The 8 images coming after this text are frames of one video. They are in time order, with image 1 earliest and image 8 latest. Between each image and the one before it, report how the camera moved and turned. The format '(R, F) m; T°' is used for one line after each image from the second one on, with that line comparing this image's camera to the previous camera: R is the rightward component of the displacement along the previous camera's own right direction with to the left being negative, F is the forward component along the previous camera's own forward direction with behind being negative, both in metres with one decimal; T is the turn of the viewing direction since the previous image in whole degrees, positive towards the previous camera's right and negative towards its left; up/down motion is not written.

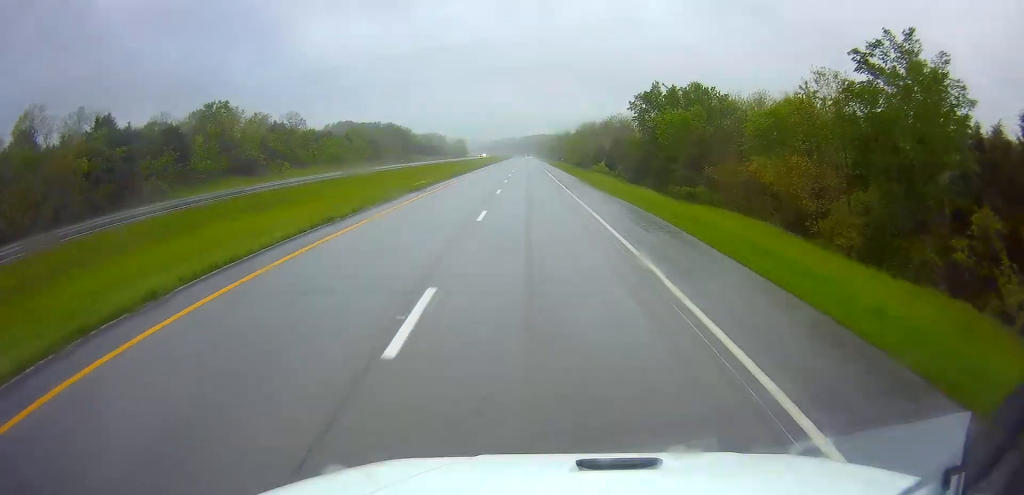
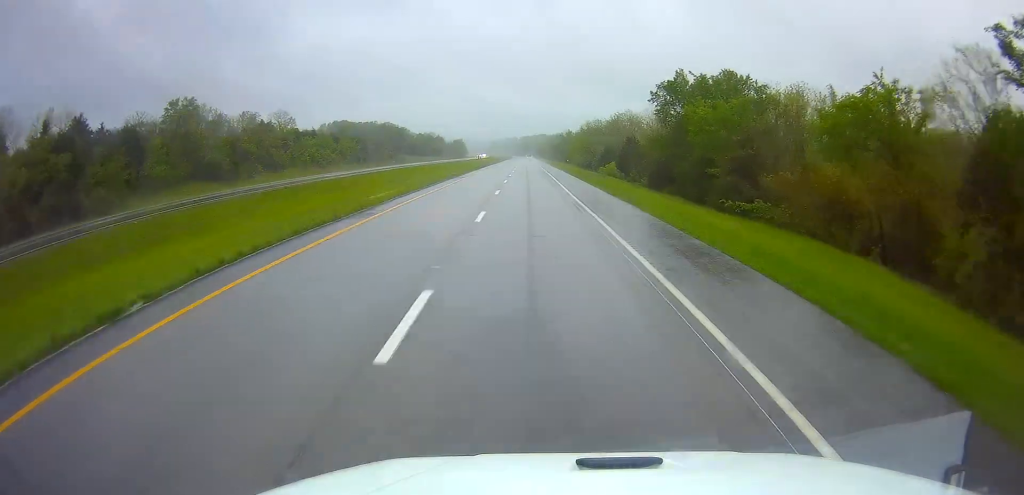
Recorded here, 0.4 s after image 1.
(-0.1, +12.4) m; 0°
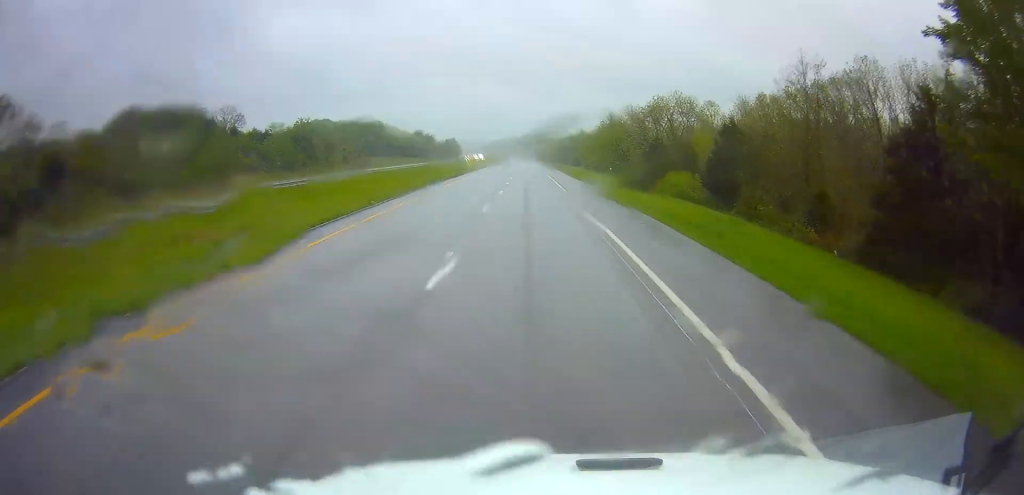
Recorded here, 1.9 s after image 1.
(+0.4, +45.5) m; 0°
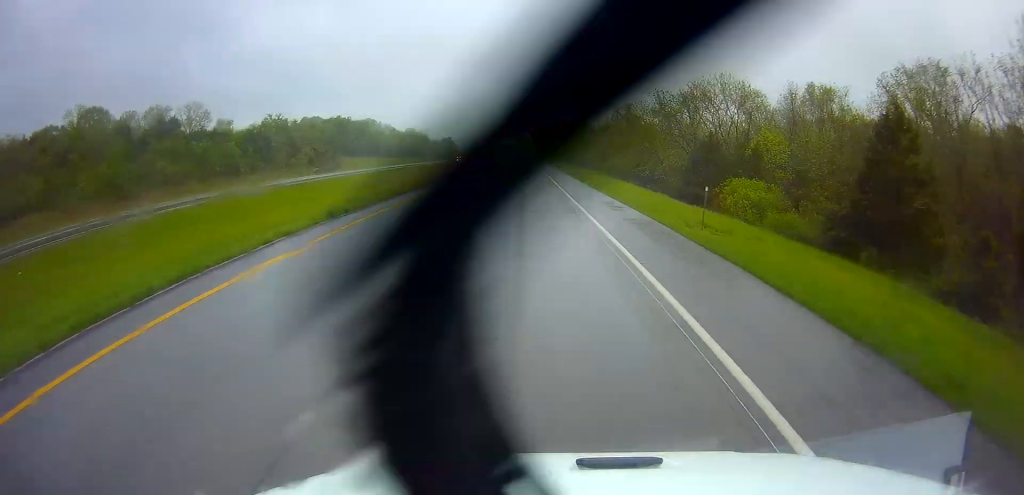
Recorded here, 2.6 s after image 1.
(0.0, +22.8) m; 0°
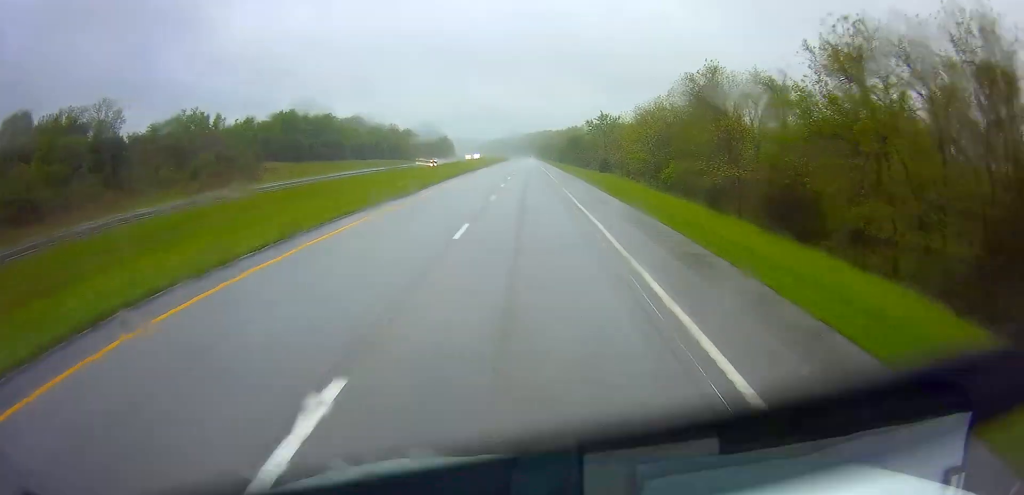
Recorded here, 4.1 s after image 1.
(-0.3, +45.5) m; -1°
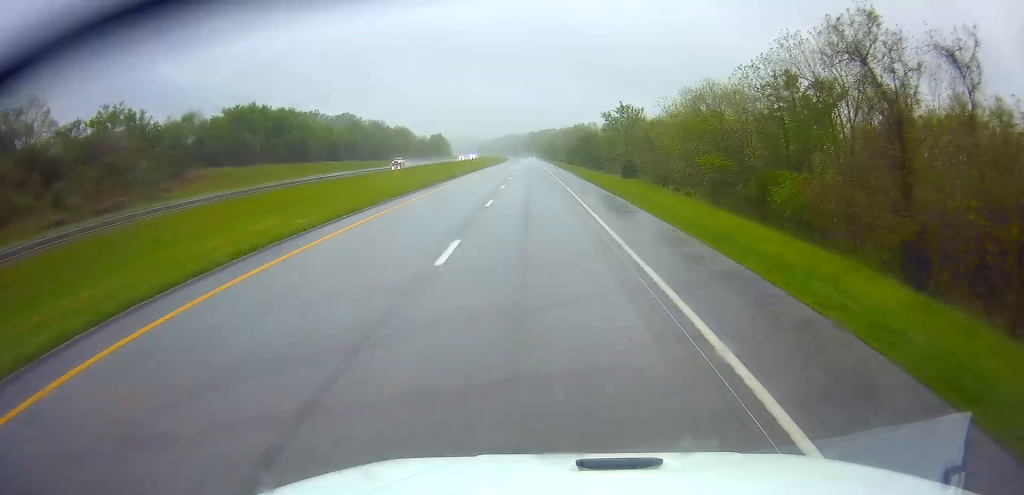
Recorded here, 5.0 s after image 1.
(0.0, +27.9) m; 0°
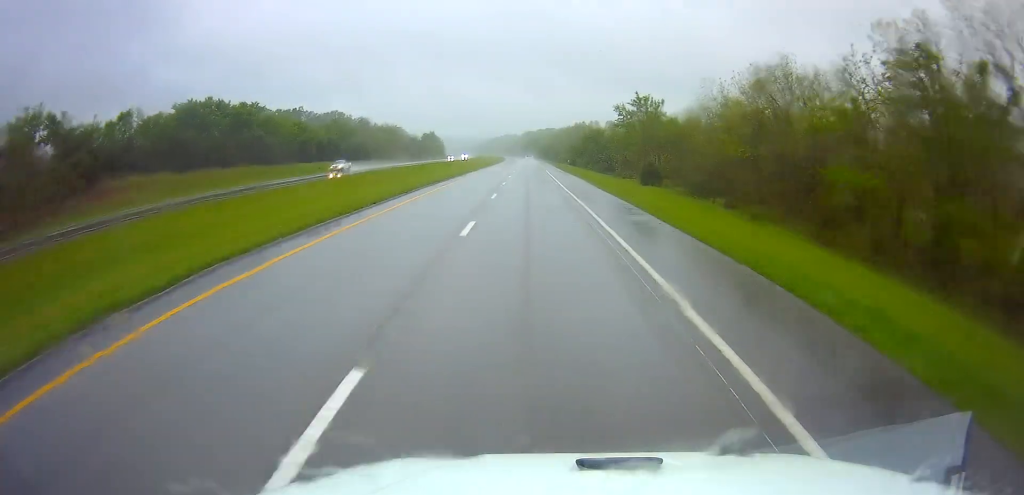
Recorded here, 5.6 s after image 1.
(0.0, +20.6) m; 0°
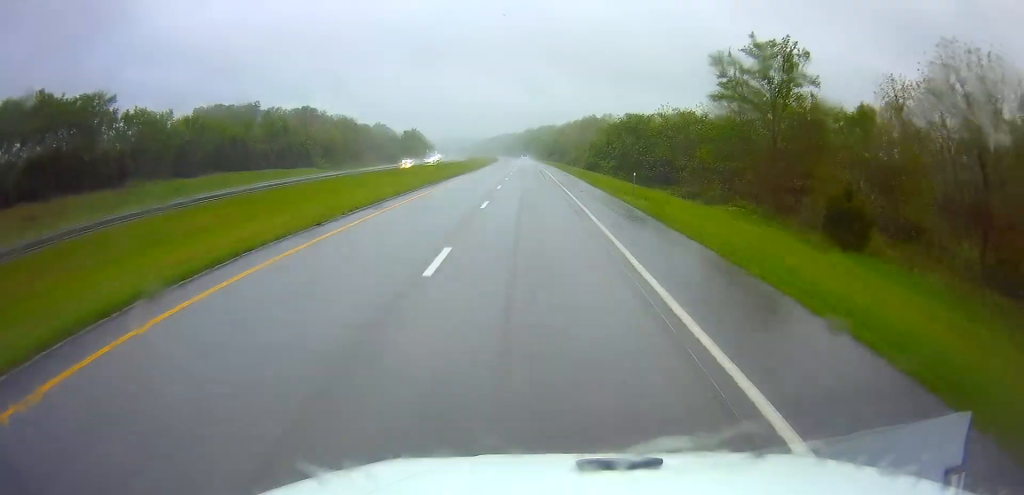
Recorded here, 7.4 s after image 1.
(+0.1, +53.6) m; 0°
